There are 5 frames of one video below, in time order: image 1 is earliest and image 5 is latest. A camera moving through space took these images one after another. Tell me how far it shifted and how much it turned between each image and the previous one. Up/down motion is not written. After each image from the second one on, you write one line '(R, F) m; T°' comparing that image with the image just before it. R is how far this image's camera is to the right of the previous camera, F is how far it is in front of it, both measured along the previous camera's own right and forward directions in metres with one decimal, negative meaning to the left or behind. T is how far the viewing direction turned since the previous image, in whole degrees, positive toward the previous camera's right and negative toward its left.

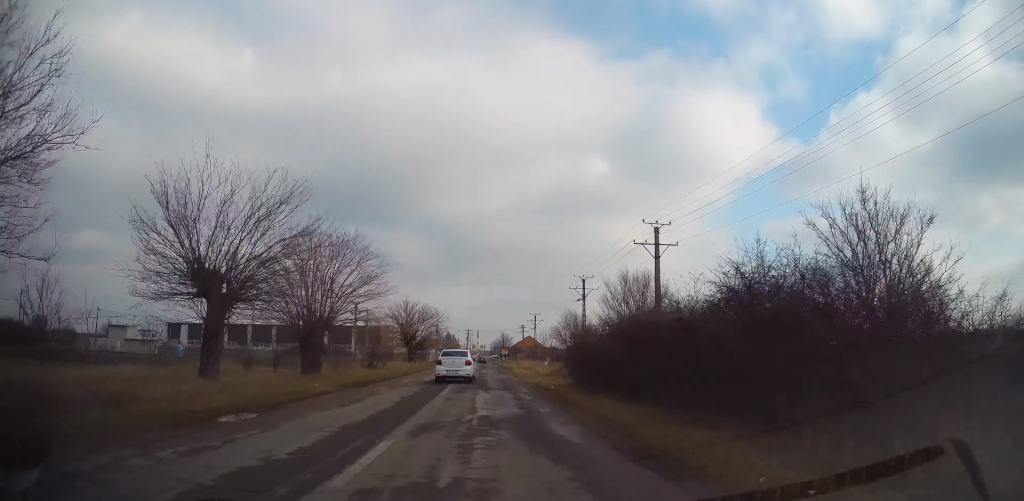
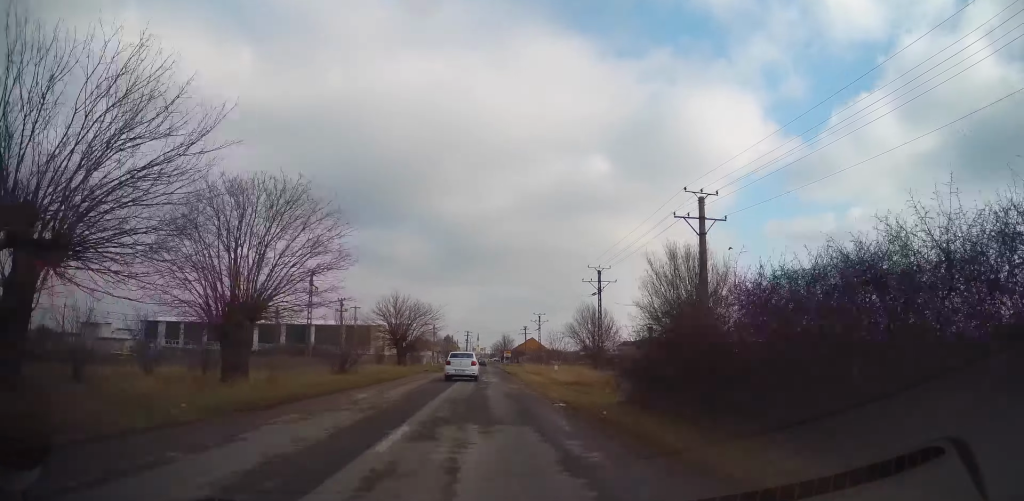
(+0.4, +10.0) m; 0°
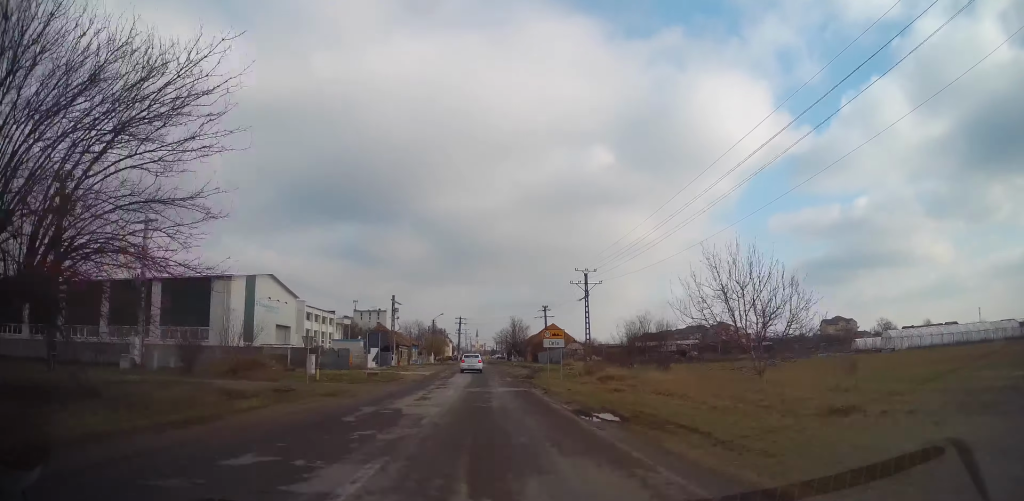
(-0.4, +61.0) m; 0°
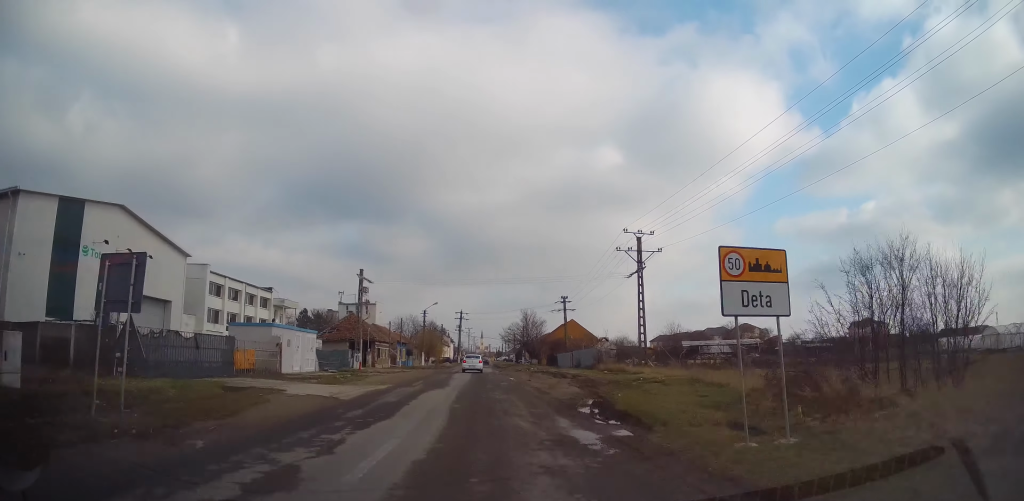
(-0.6, +22.7) m; -1°
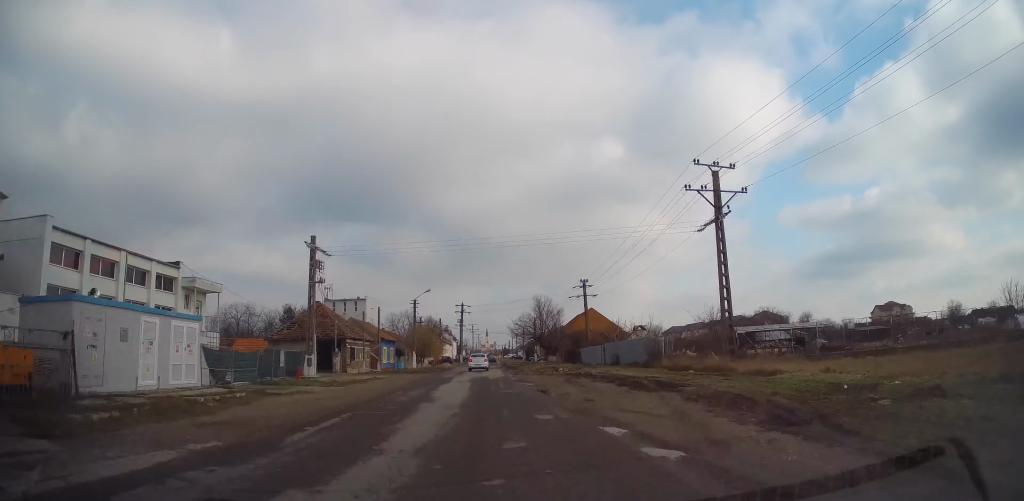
(+0.5, +16.3) m; 0°
